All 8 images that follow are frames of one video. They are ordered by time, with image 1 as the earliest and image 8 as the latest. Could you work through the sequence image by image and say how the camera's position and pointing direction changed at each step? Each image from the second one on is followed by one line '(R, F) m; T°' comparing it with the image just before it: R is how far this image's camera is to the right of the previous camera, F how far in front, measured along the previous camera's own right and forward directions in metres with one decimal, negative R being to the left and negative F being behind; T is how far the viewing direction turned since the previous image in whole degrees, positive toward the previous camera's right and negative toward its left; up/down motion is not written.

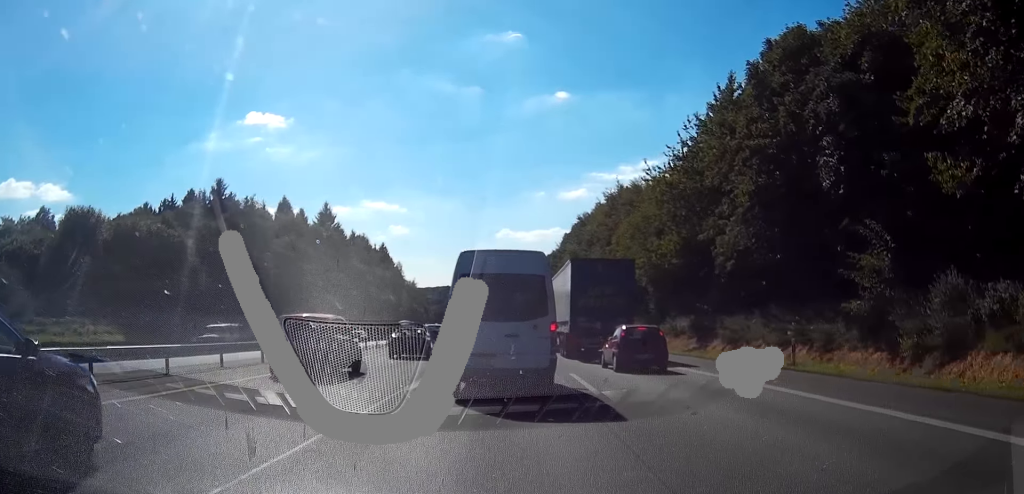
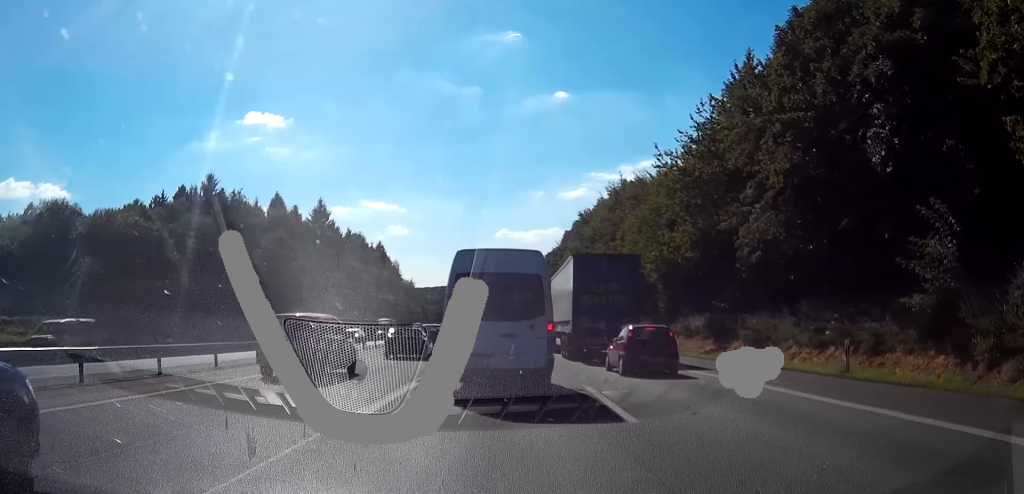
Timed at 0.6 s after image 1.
(-0.1, +4.4) m; +1°
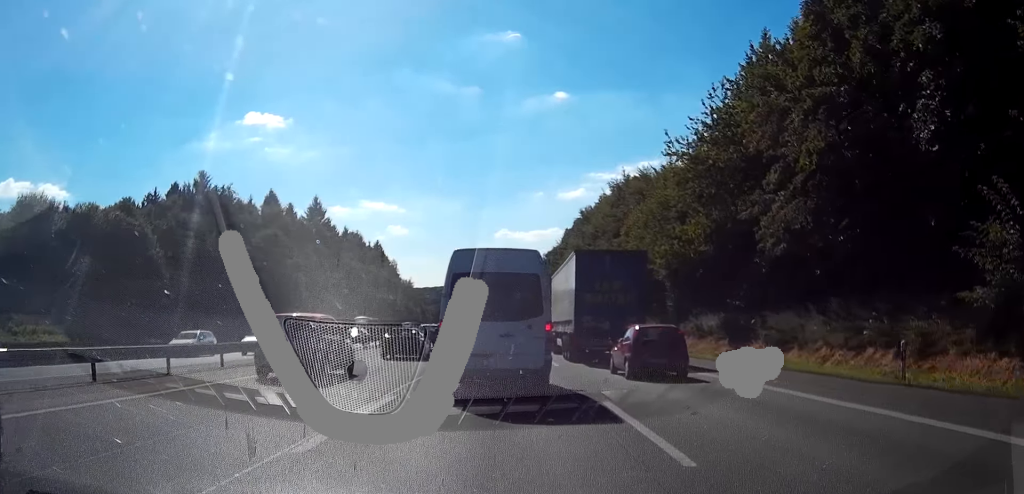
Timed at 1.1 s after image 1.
(0.0, +3.3) m; +1°
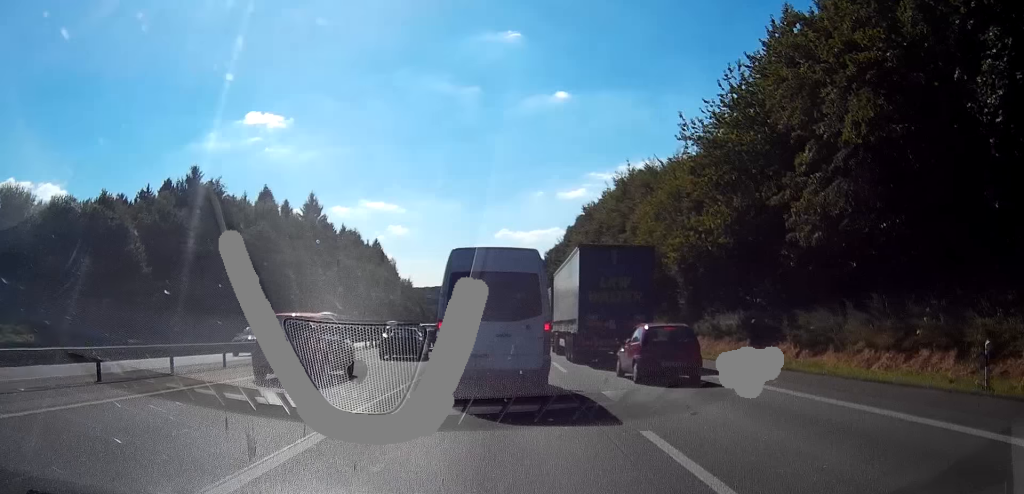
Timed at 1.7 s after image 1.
(+0.1, +3.6) m; +1°
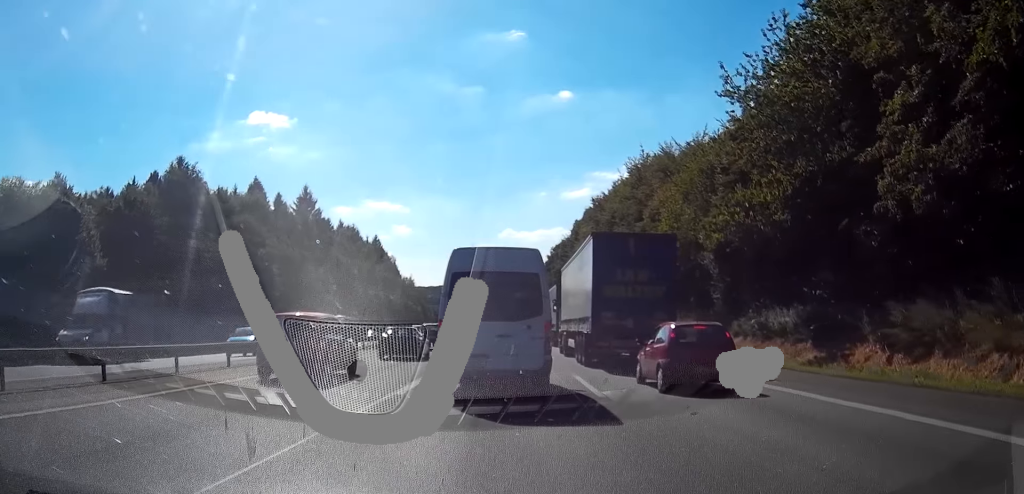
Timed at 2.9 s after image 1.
(0.0, +7.8) m; -1°
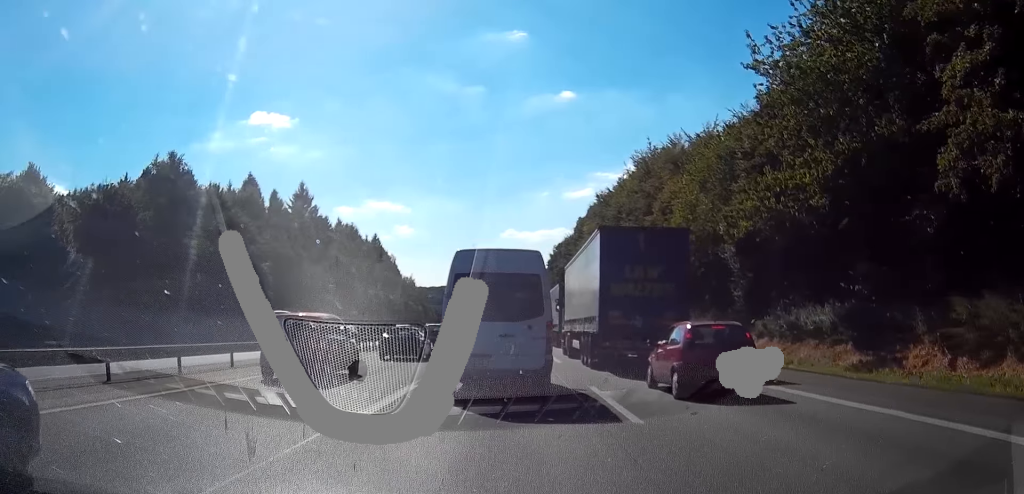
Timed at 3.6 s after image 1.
(0.0, +4.2) m; 0°
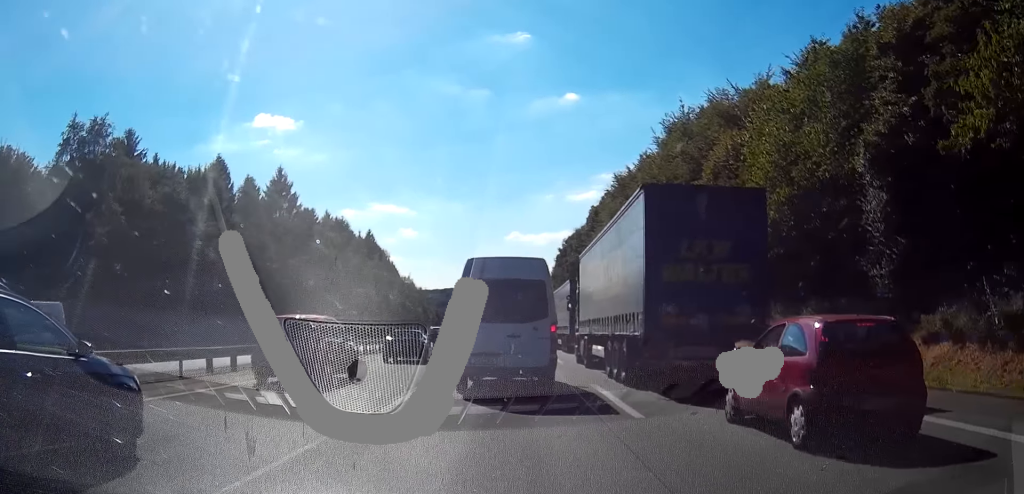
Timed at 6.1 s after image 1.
(+0.3, +17.7) m; +3°
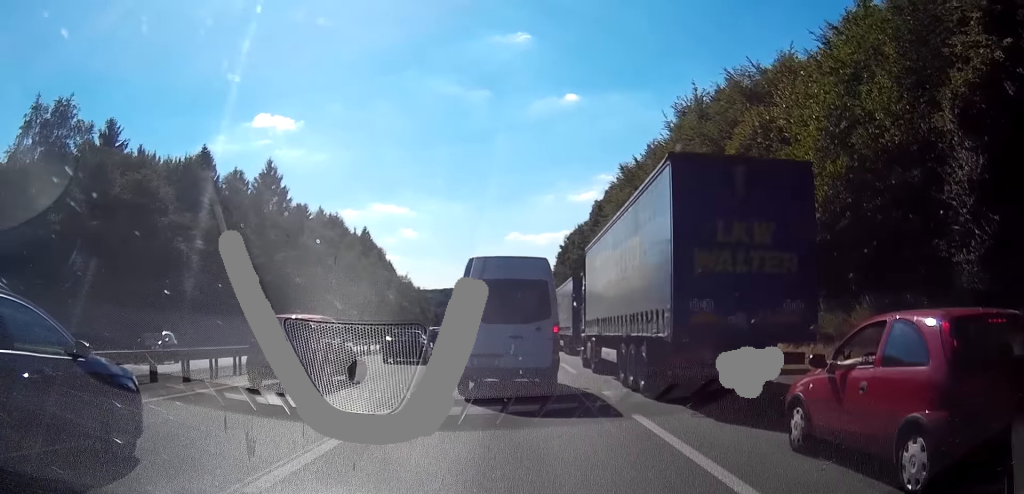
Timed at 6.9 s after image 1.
(+0.1, +5.7) m; +3°
